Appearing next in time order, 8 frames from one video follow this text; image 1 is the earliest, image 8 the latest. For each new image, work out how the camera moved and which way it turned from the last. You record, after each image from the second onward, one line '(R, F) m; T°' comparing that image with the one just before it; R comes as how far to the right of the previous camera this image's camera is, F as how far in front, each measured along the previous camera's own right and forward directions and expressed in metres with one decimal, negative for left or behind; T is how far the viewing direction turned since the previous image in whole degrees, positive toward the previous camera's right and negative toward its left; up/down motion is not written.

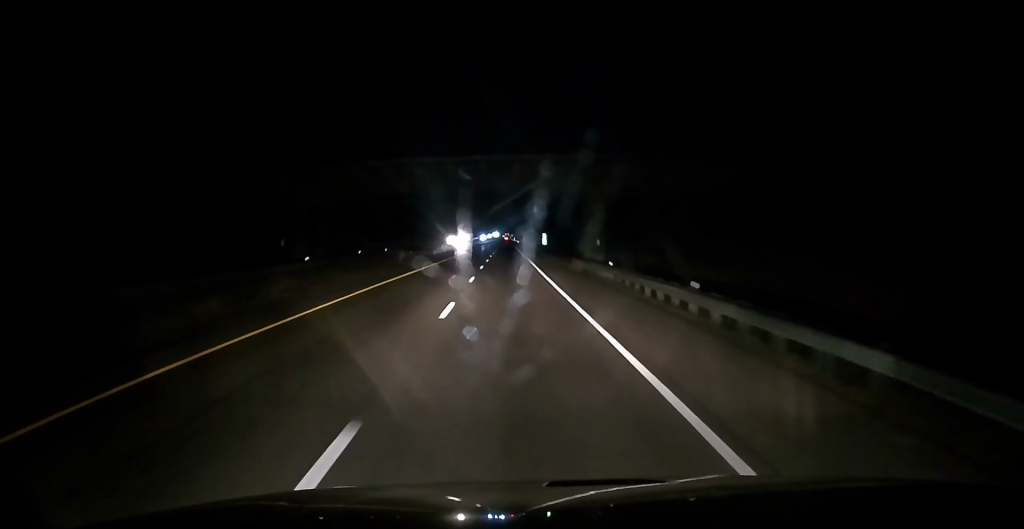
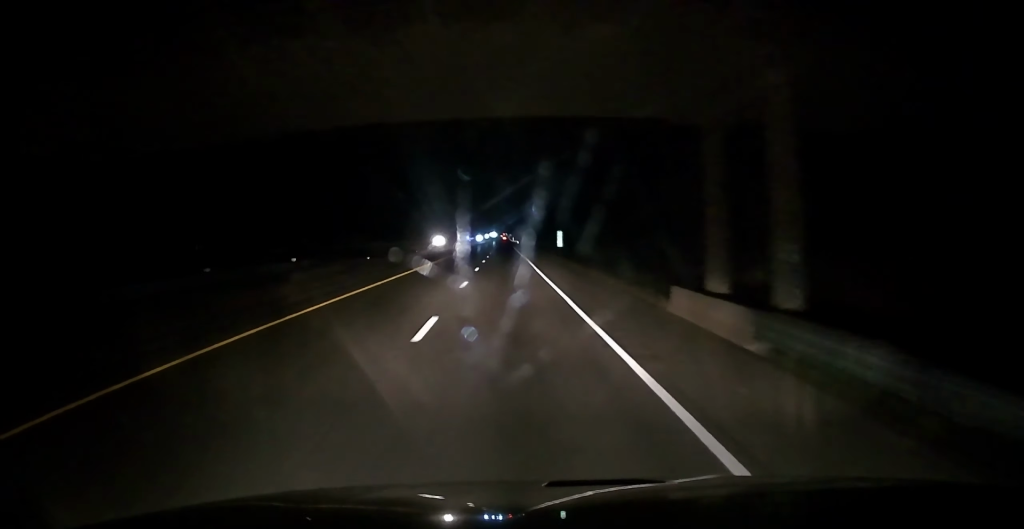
(-0.4, +27.9) m; 0°
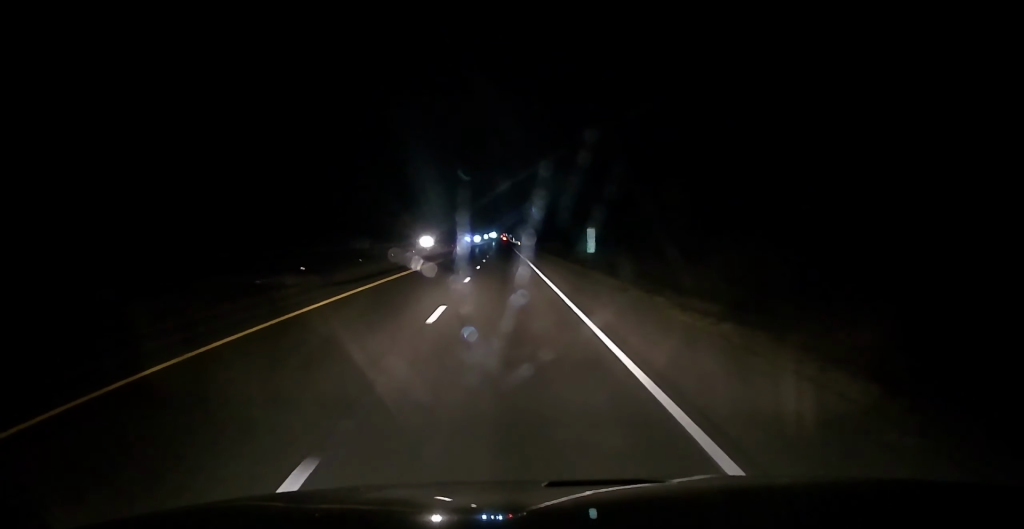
(+0.3, +21.9) m; +1°
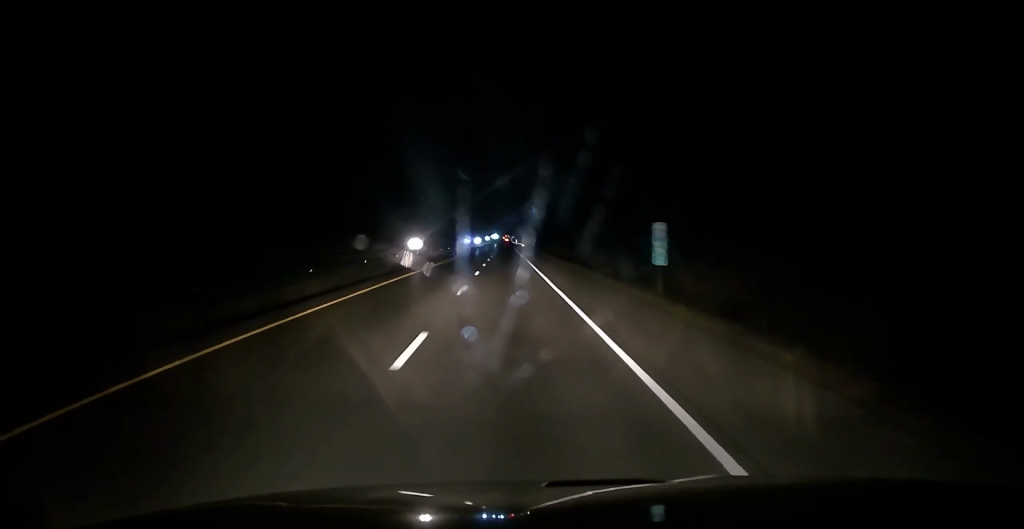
(+0.2, +16.9) m; 0°
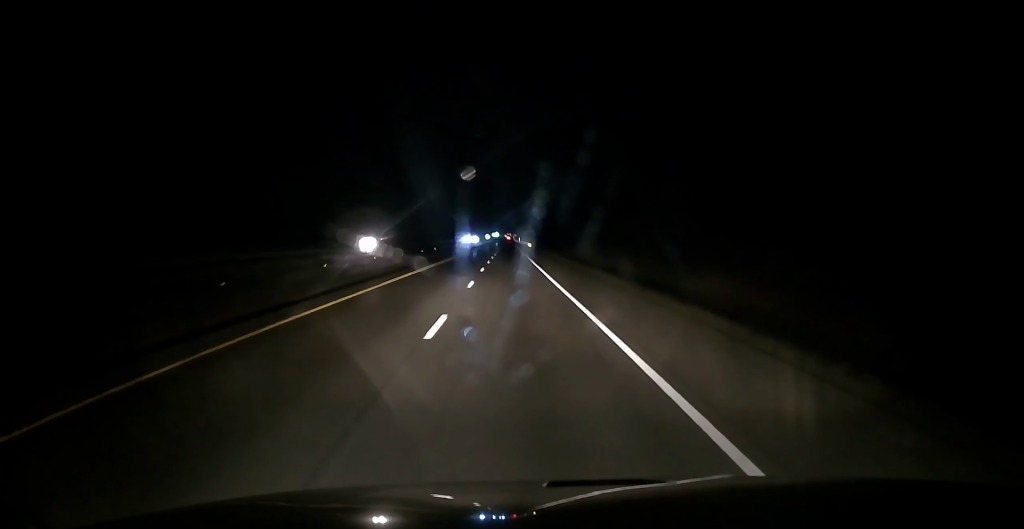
(-0.2, +33.7) m; -1°
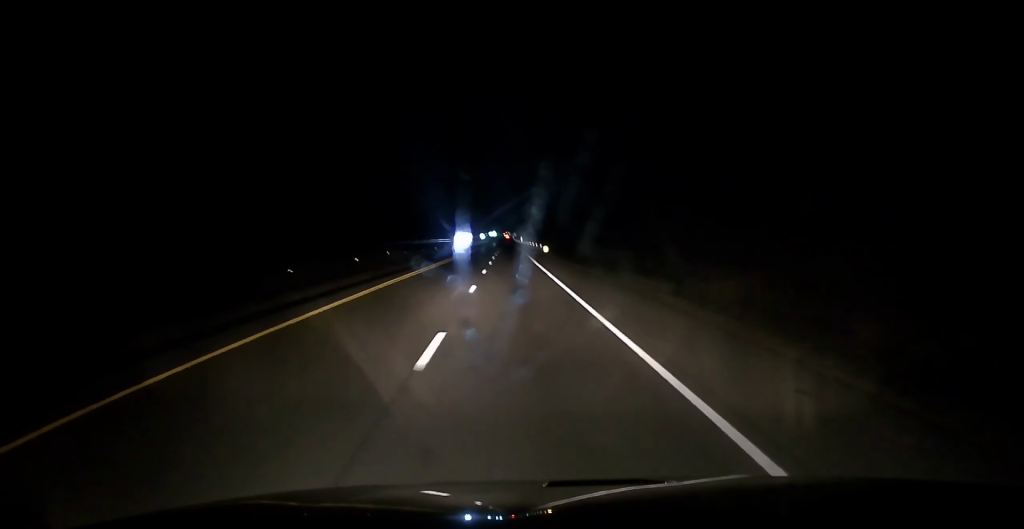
(+0.4, +63.2) m; 0°
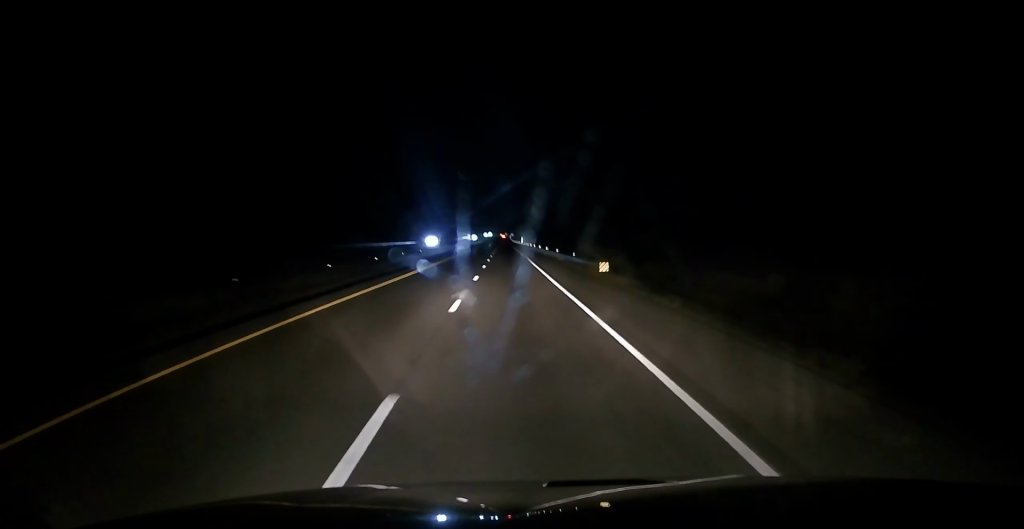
(-0.8, +53.5) m; 0°
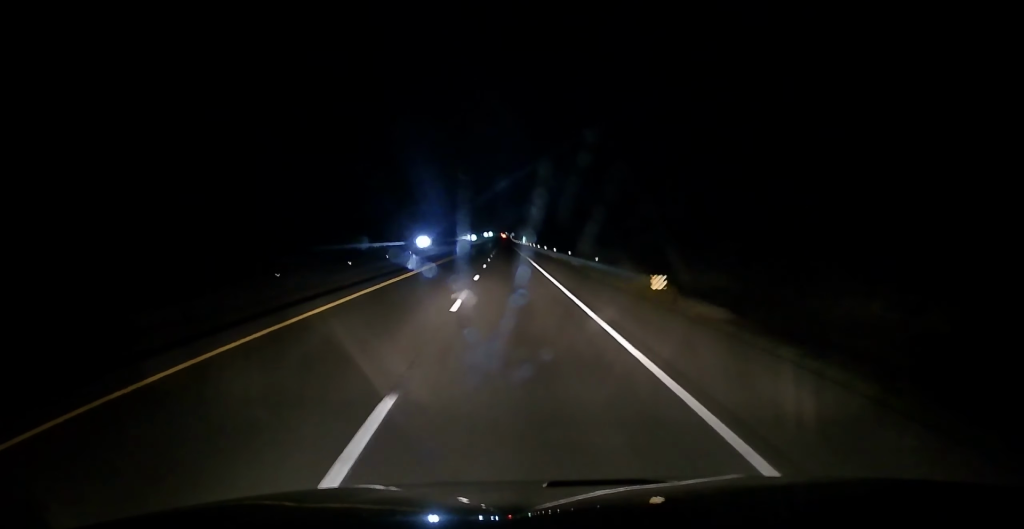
(0.0, +11.9) m; +1°
